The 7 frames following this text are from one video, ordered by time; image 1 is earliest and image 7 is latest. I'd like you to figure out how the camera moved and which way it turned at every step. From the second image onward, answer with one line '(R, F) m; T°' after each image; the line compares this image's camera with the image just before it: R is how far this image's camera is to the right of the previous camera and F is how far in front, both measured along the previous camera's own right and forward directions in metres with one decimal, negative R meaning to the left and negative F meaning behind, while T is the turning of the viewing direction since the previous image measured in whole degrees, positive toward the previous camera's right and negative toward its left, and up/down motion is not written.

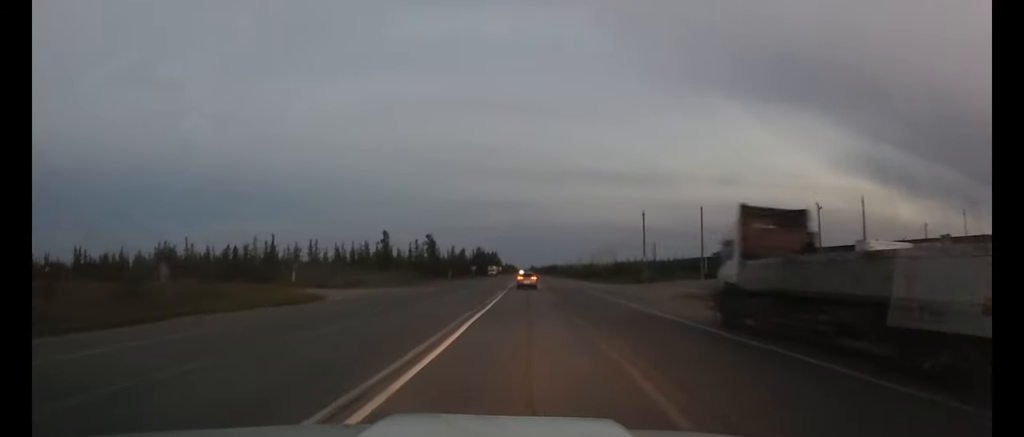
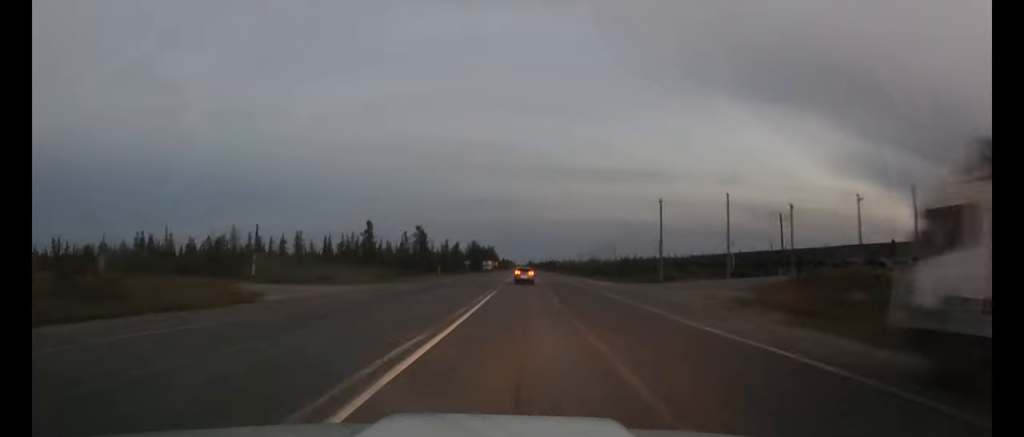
(0.0, +10.2) m; 0°
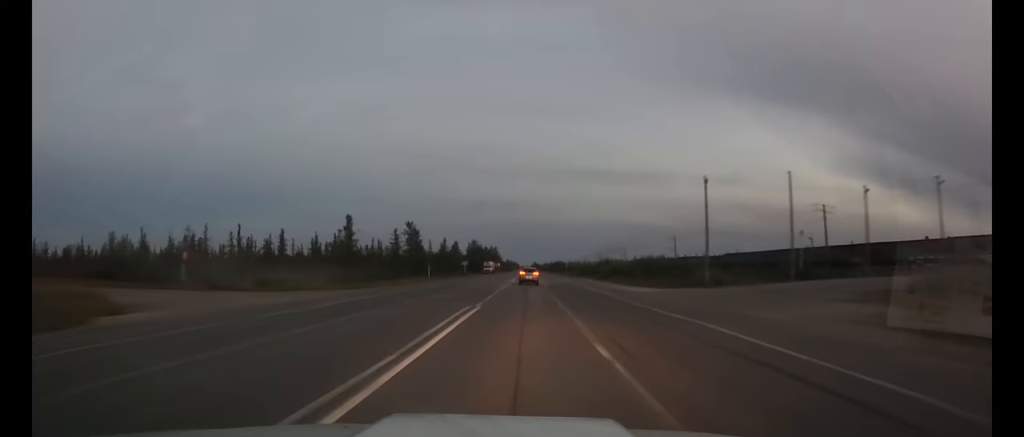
(0.0, +14.4) m; 0°
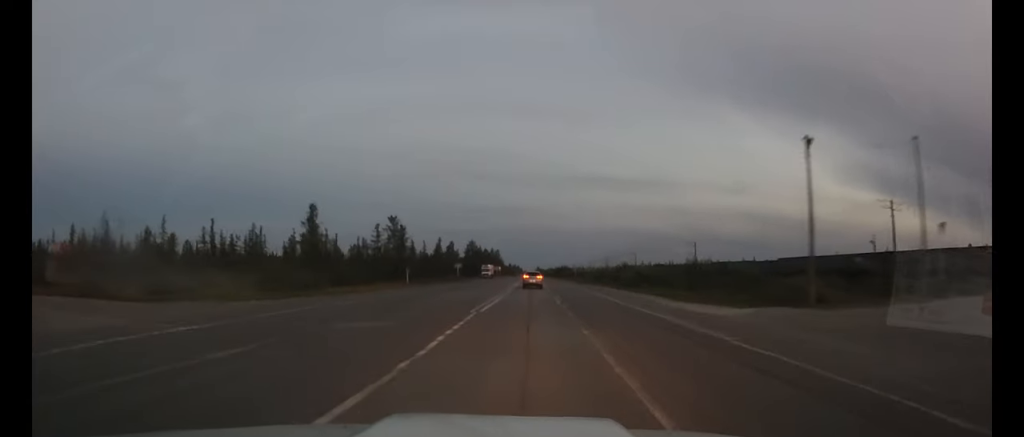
(0.0, +17.4) m; 0°
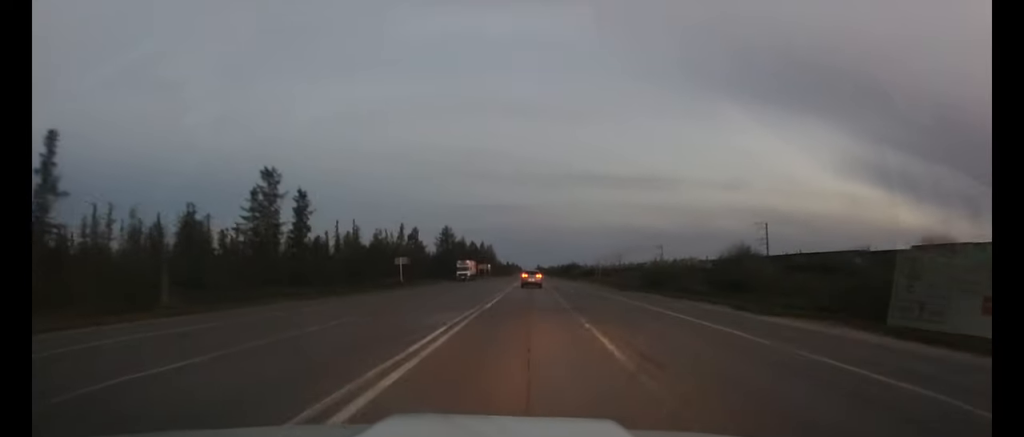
(-0.1, +48.3) m; 0°
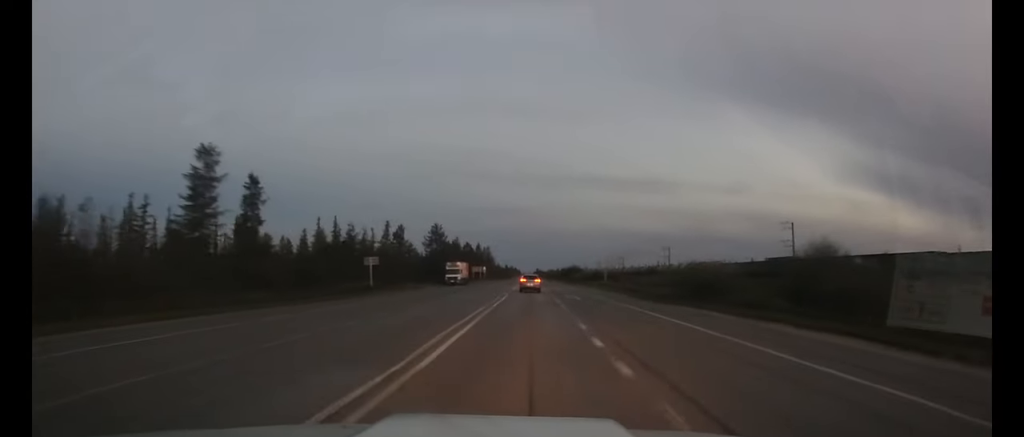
(0.0, +11.5) m; 0°
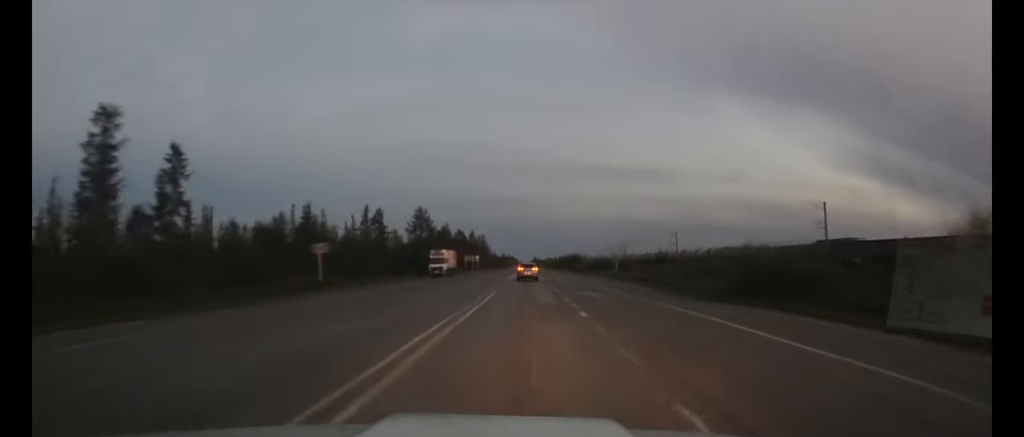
(0.0, +12.3) m; 0°
